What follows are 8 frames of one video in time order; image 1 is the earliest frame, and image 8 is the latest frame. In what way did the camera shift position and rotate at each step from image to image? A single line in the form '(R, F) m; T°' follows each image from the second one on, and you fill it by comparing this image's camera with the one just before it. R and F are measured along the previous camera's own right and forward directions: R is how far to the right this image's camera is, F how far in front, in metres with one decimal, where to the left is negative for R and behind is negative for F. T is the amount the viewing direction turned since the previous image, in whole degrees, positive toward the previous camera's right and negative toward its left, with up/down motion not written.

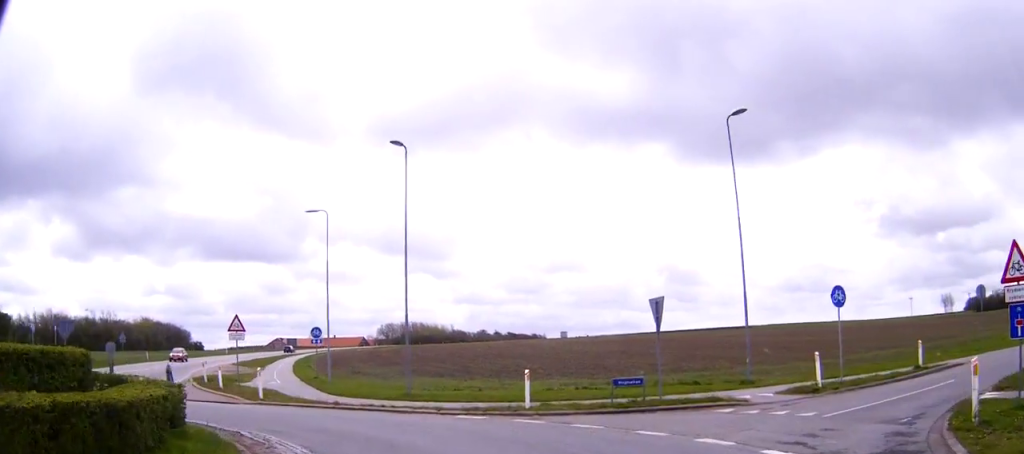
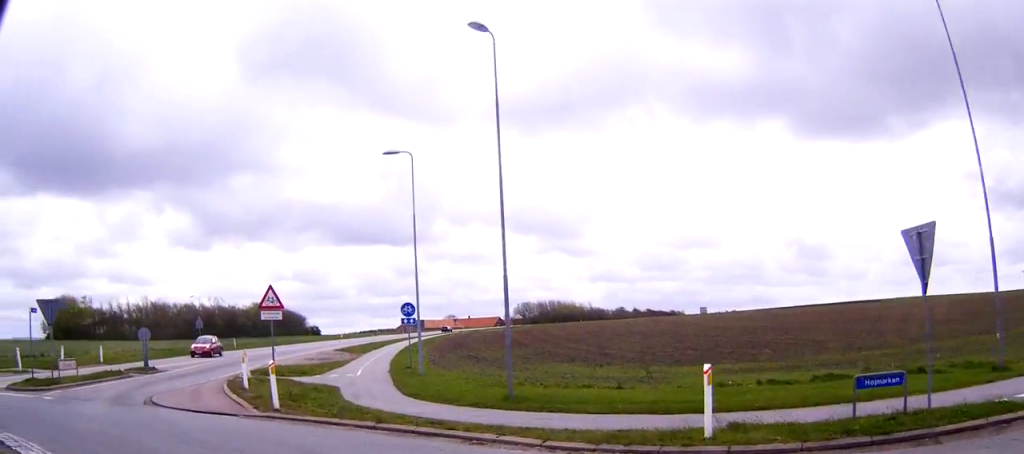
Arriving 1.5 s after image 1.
(+0.1, +9.5) m; -9°
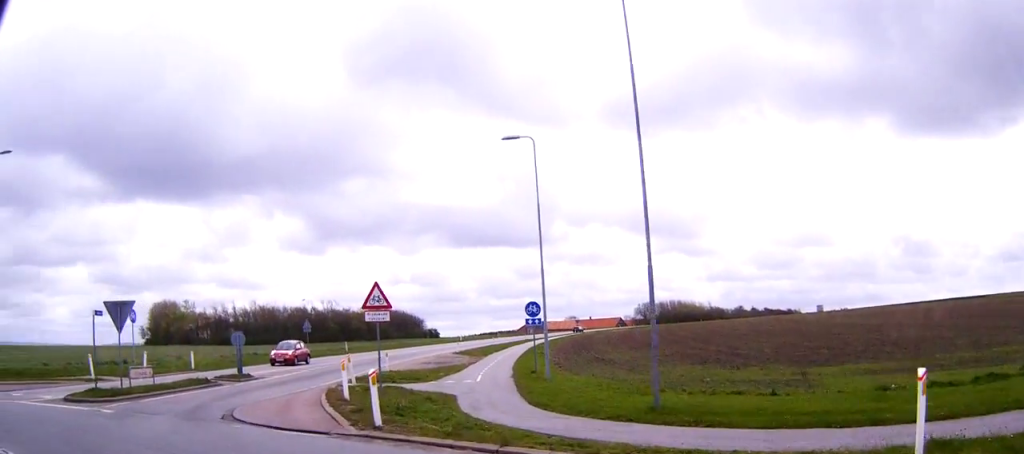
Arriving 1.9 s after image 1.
(-0.3, +2.7) m; -8°
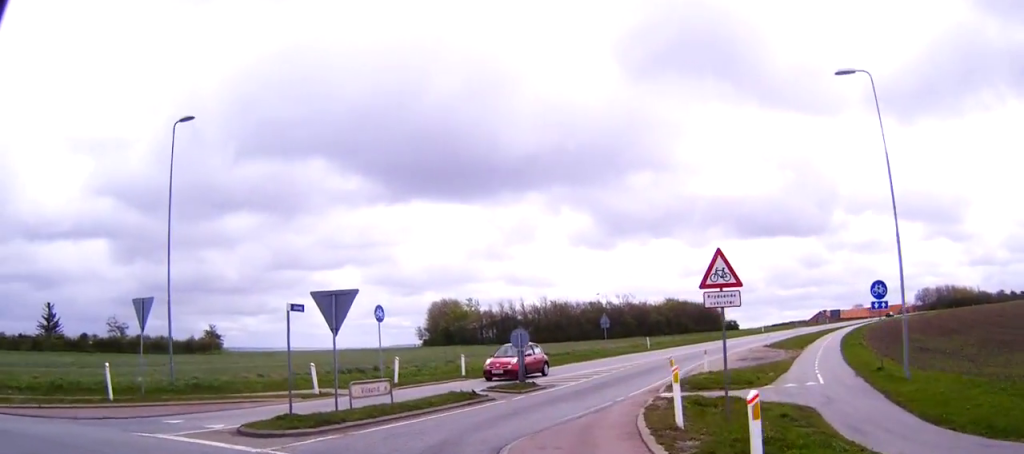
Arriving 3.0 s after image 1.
(-1.1, +6.4) m; -19°
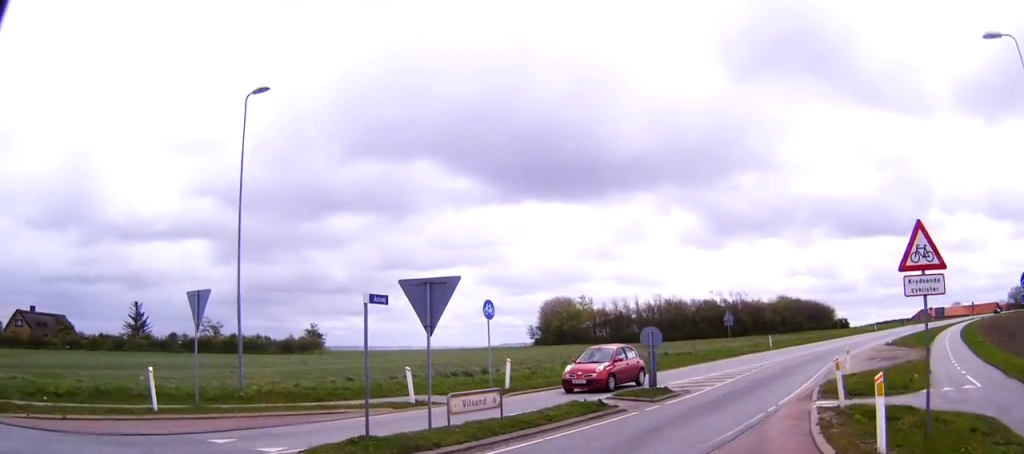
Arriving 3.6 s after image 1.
(-0.3, +3.5) m; -5°
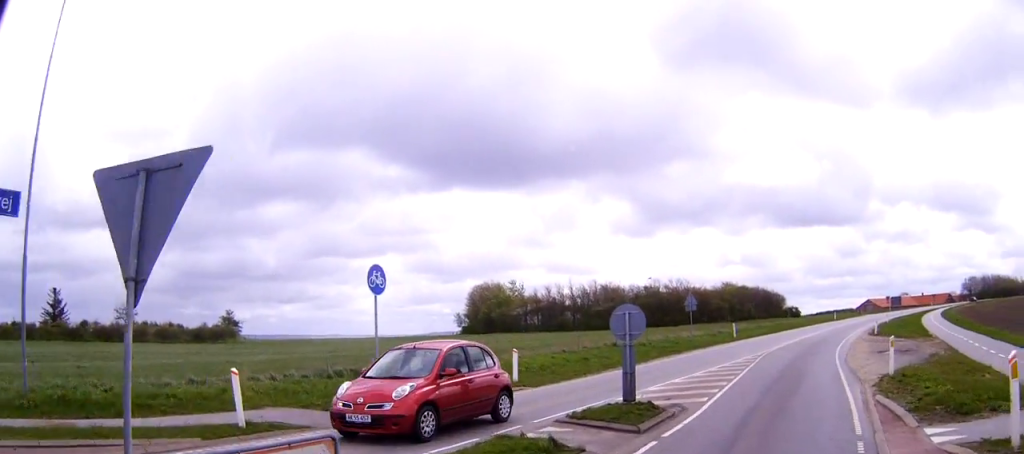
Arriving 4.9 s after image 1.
(-0.2, +7.8) m; +5°
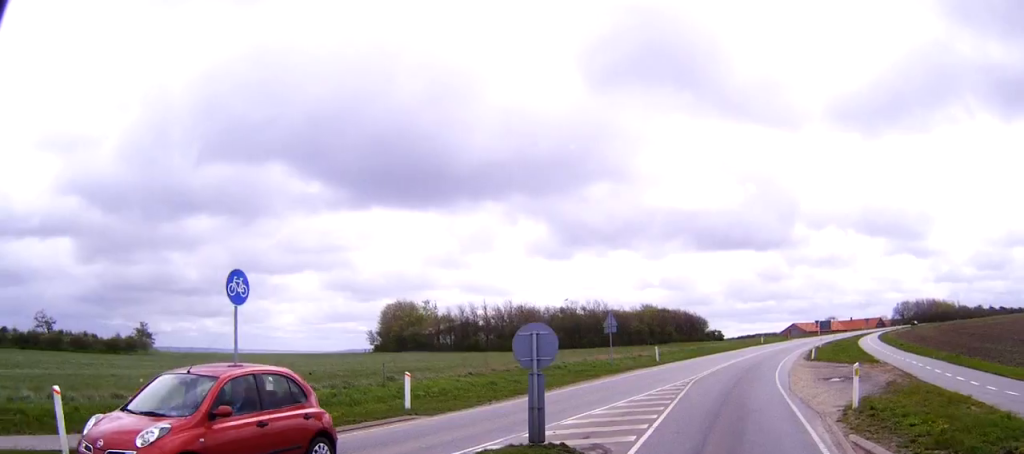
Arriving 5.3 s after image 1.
(0.0, +2.8) m; +5°
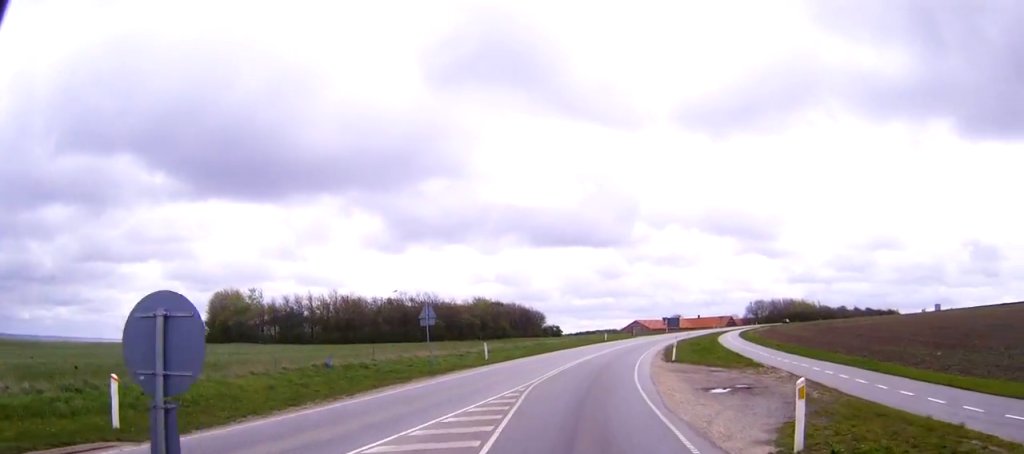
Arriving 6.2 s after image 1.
(+0.6, +6.1) m; +9°
